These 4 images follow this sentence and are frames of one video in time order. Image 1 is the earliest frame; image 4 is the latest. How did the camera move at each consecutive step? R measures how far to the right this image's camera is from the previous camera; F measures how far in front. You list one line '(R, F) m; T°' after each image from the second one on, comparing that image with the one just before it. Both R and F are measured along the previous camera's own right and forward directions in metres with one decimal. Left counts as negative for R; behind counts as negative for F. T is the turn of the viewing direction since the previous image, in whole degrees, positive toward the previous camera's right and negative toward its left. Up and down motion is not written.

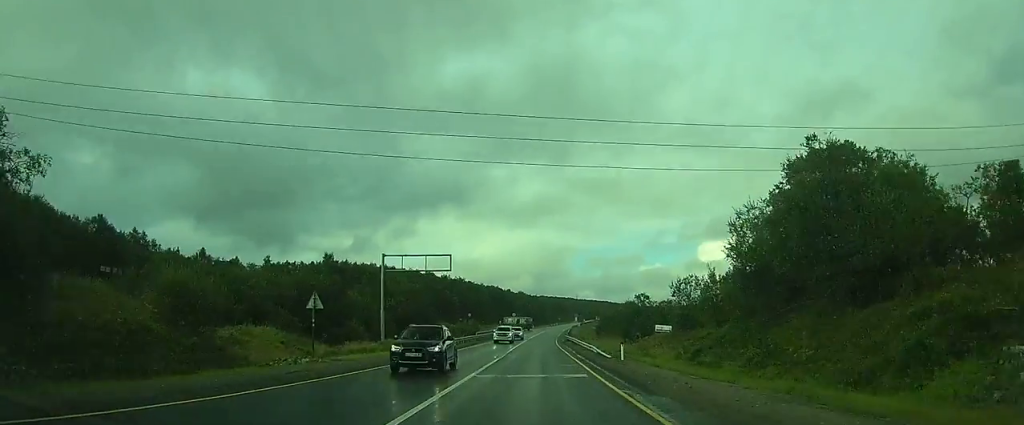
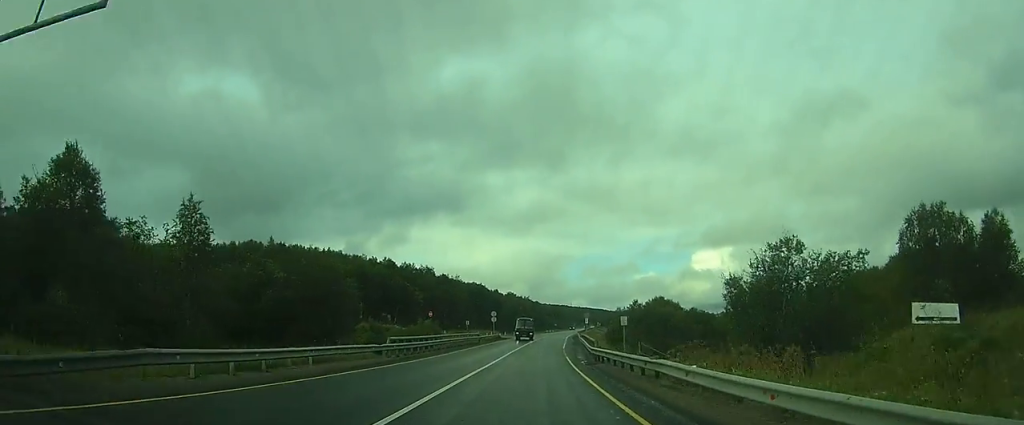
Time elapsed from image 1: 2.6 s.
(+0.3, +38.9) m; +1°
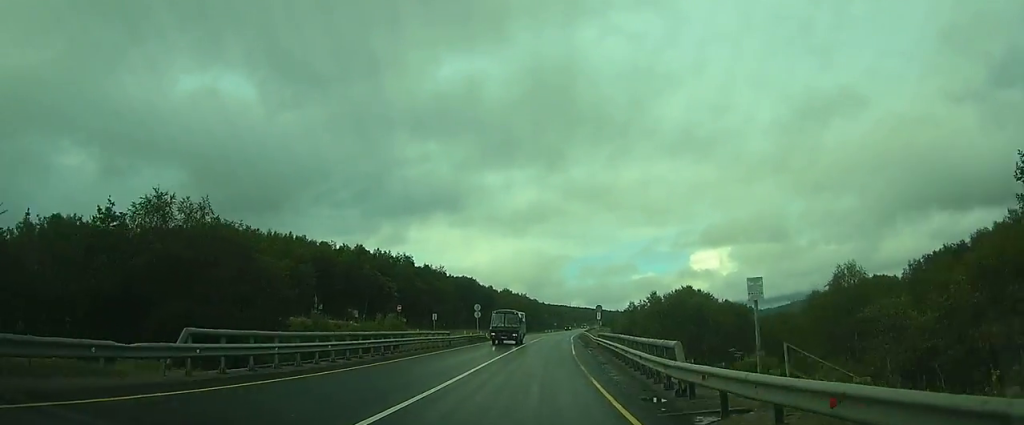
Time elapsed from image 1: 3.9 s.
(0.0, +18.2) m; 0°
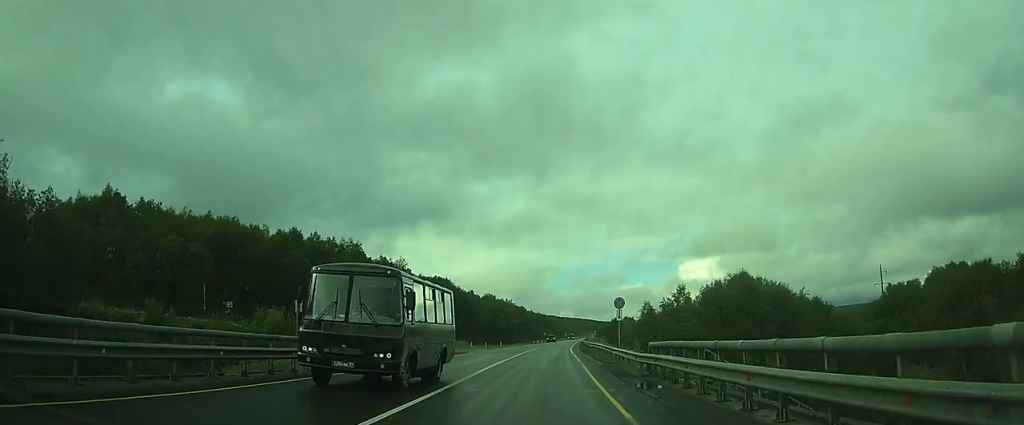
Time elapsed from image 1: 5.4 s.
(+0.1, +23.3) m; +1°
